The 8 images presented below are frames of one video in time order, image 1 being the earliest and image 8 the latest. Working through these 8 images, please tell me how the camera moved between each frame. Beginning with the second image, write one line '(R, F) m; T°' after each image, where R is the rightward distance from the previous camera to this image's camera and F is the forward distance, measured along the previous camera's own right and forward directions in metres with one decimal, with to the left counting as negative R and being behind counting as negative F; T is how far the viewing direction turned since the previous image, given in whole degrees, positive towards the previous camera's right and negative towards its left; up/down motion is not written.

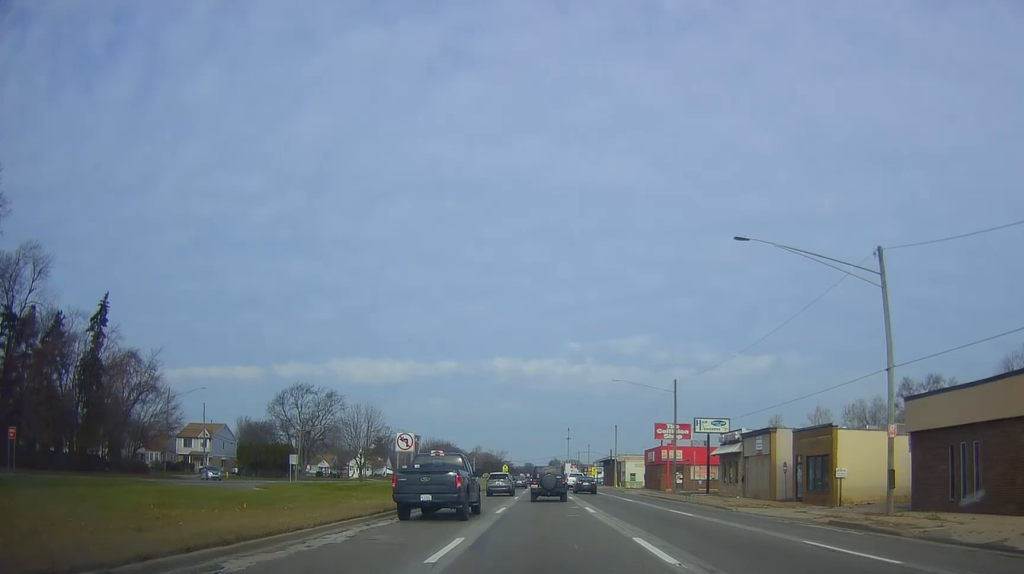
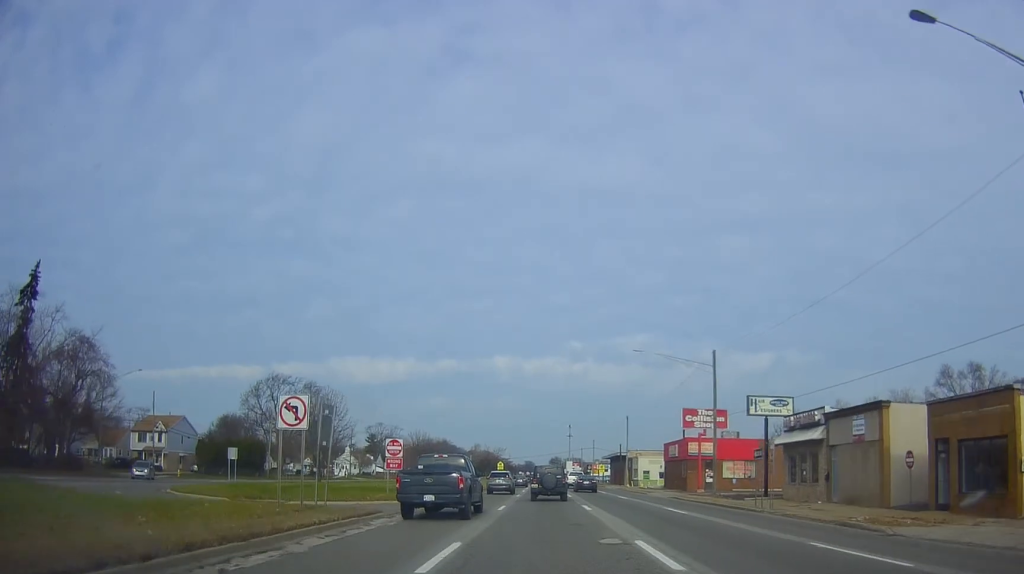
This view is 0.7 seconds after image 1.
(-0.3, +14.7) m; 0°
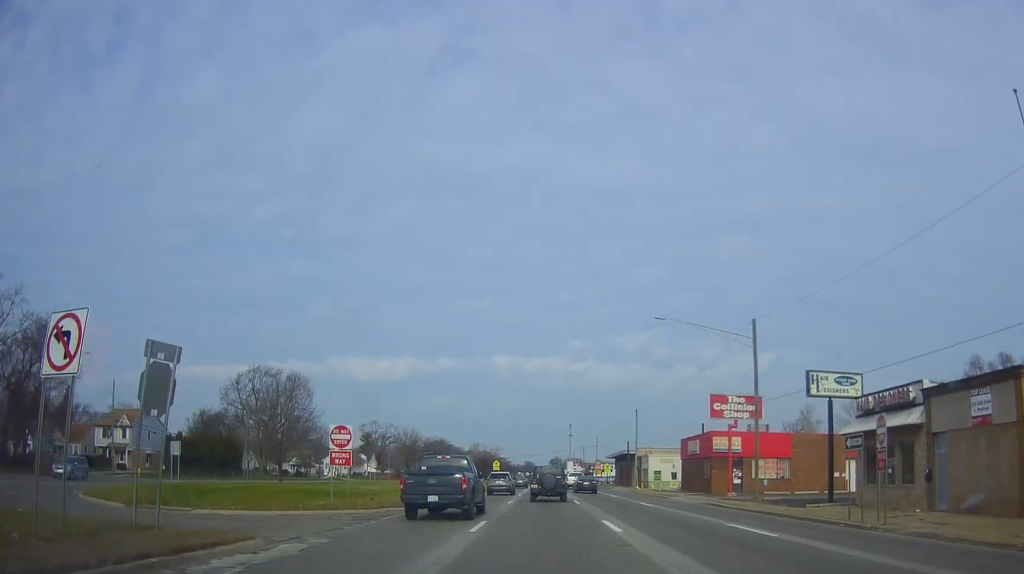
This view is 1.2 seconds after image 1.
(0.0, +9.8) m; 0°
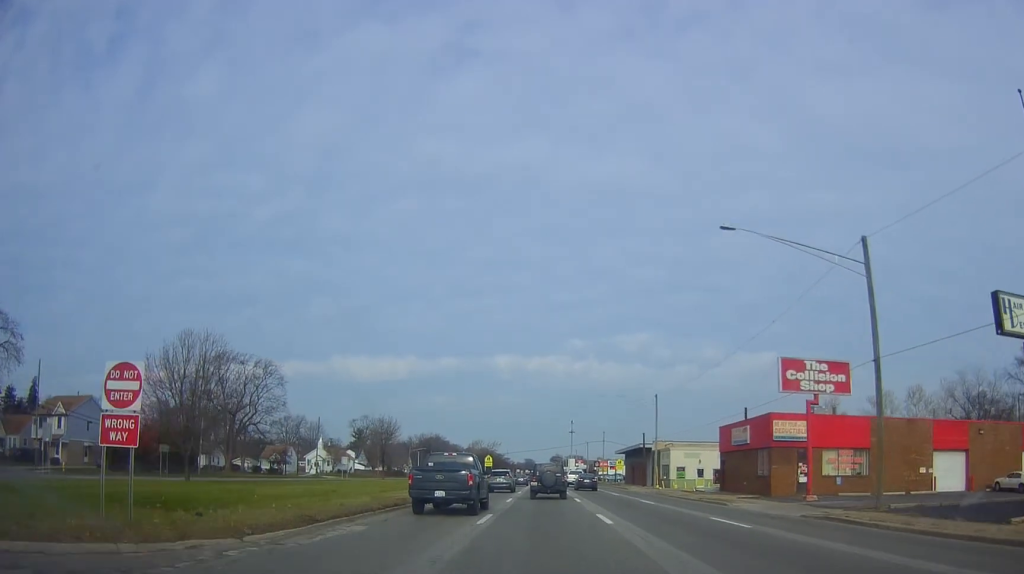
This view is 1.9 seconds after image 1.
(+0.4, +15.3) m; -1°
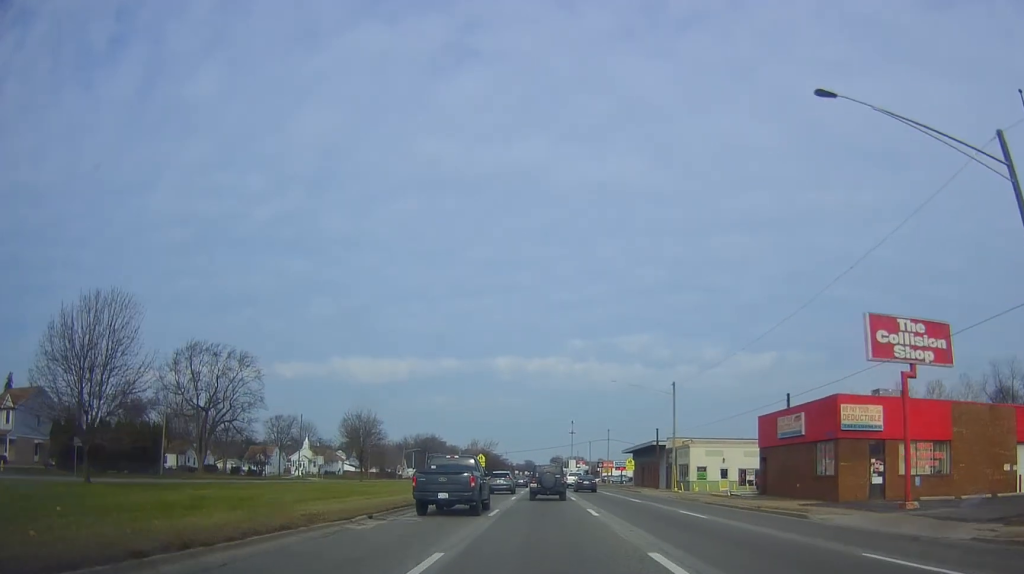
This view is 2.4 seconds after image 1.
(-0.4, +10.2) m; 0°
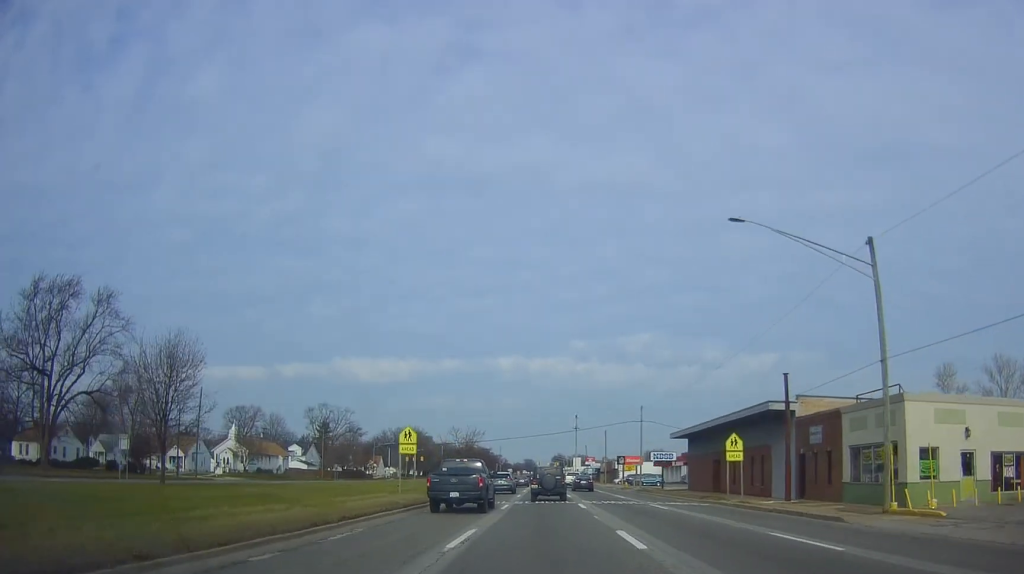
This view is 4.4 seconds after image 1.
(+0.8, +40.0) m; +1°
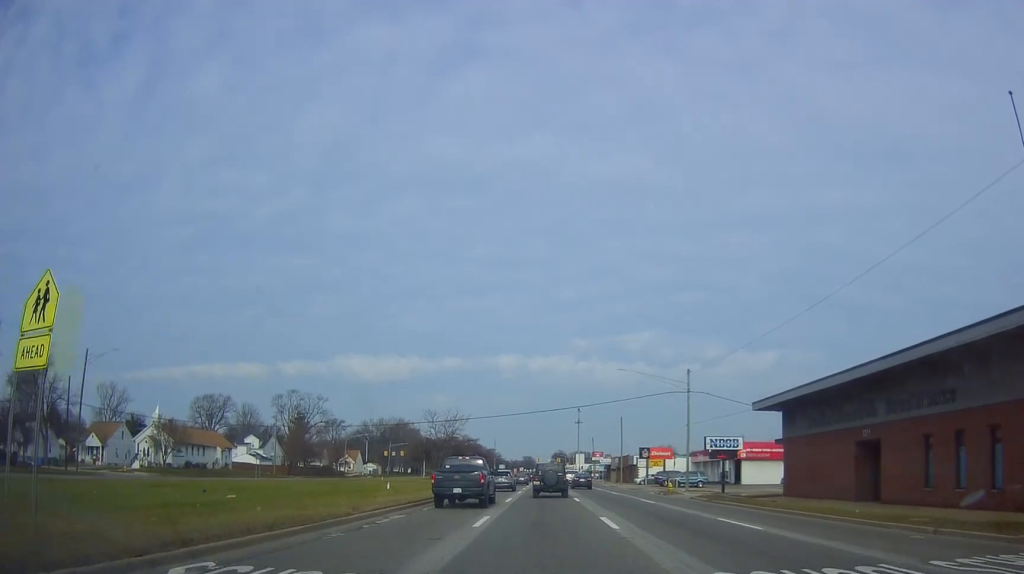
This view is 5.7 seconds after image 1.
(-0.8, +26.9) m; -1°
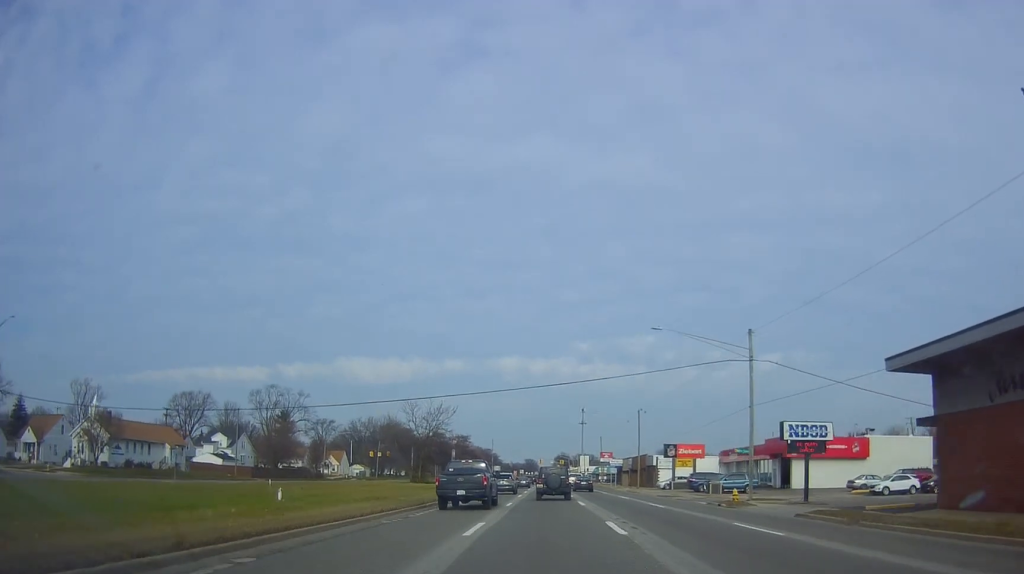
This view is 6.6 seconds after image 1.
(+0.4, +16.9) m; +1°
